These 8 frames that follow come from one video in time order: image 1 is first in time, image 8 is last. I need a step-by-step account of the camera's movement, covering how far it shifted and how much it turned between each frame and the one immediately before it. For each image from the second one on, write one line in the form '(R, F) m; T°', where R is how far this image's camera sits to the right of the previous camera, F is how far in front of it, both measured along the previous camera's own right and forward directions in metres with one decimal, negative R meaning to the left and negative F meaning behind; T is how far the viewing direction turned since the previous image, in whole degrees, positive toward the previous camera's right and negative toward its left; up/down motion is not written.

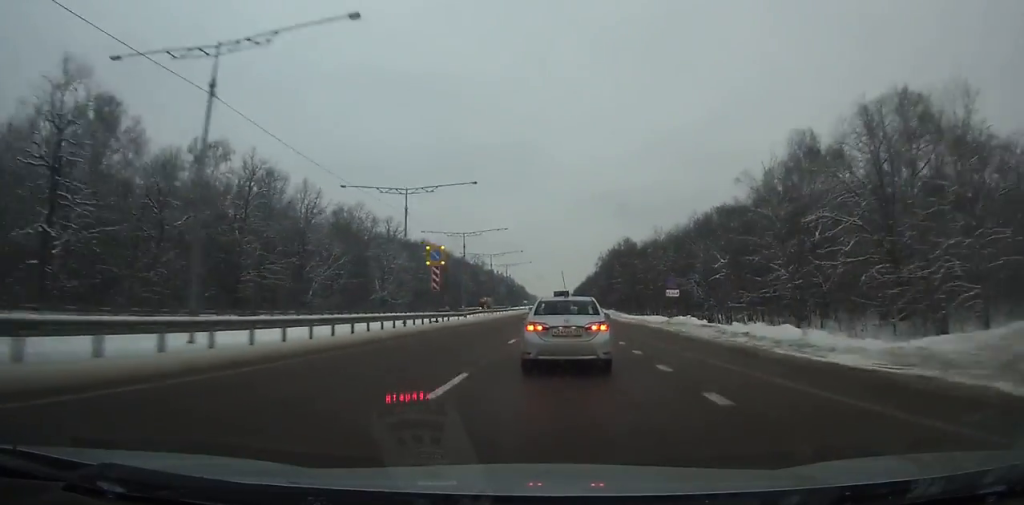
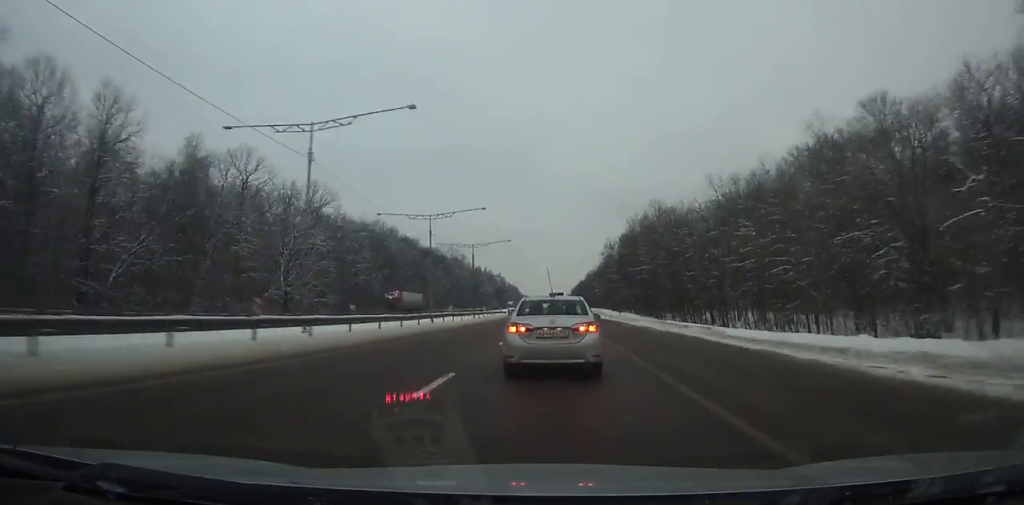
(-0.2, +46.8) m; 0°
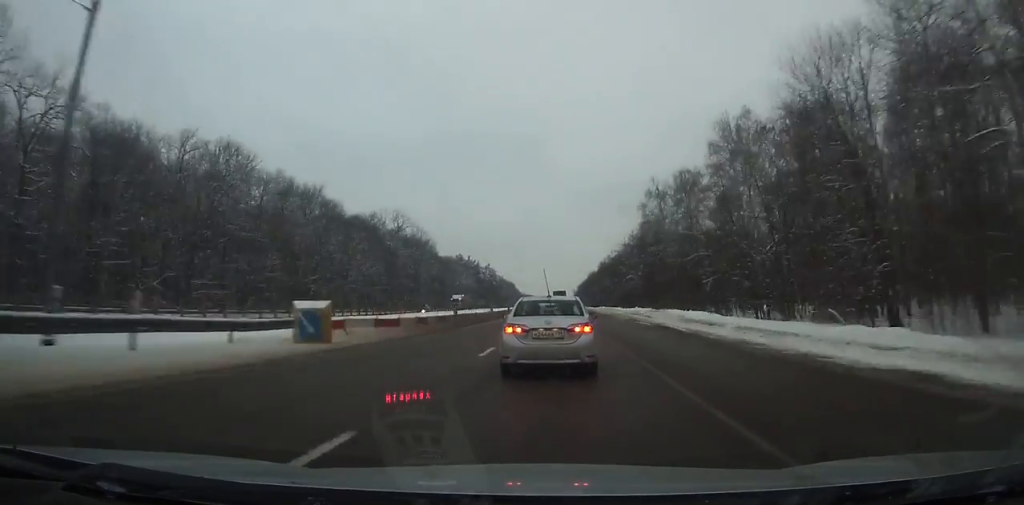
(-0.3, +77.9) m; -1°
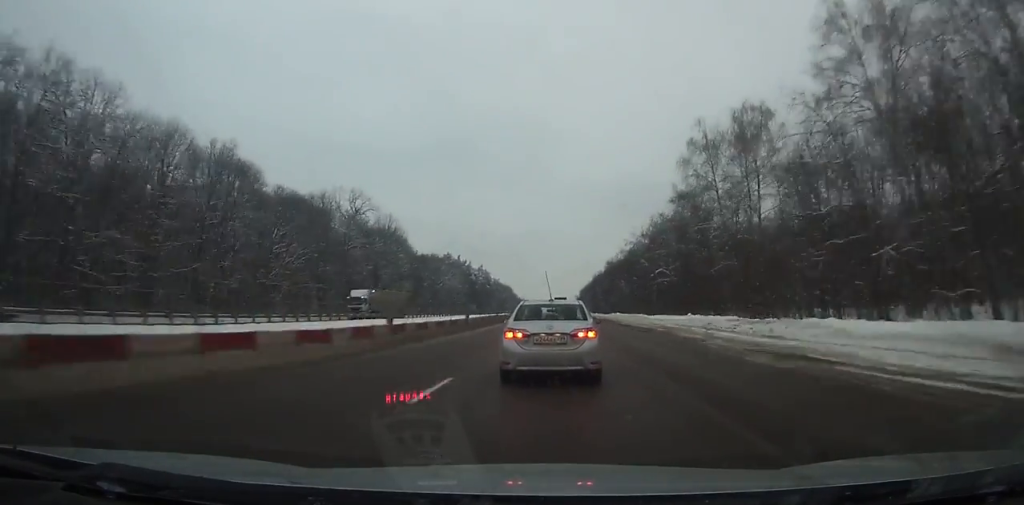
(-0.1, +30.8) m; 0°
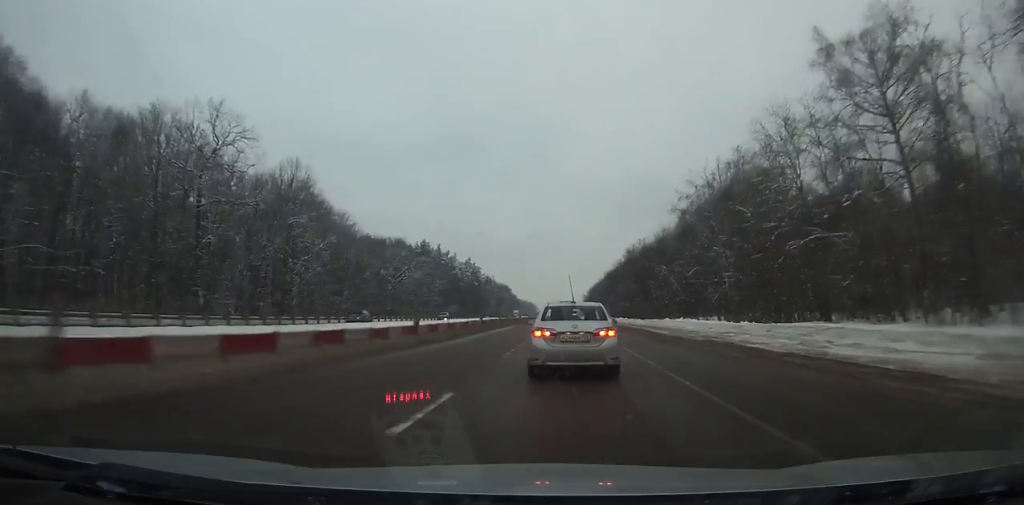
(-0.4, +50.3) m; 0°
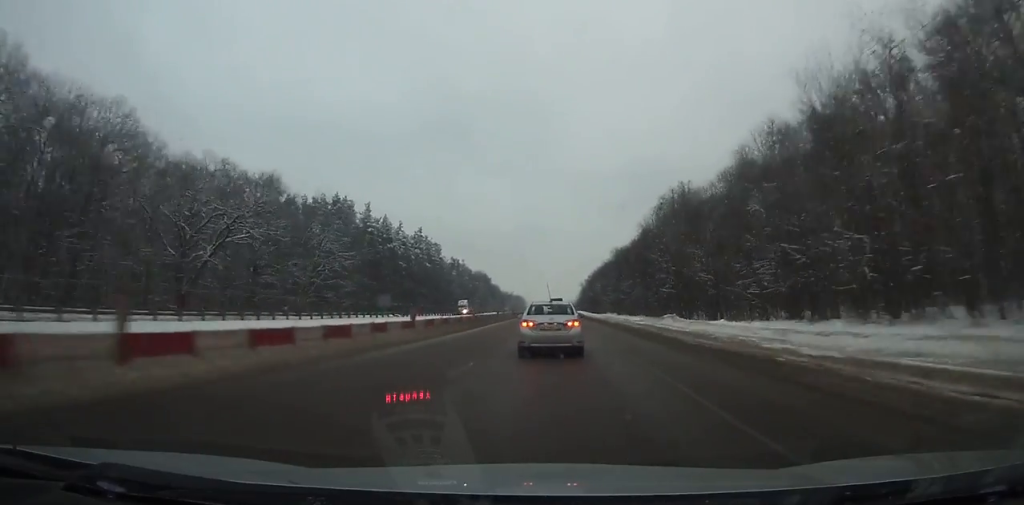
(+0.6, +68.6) m; +1°
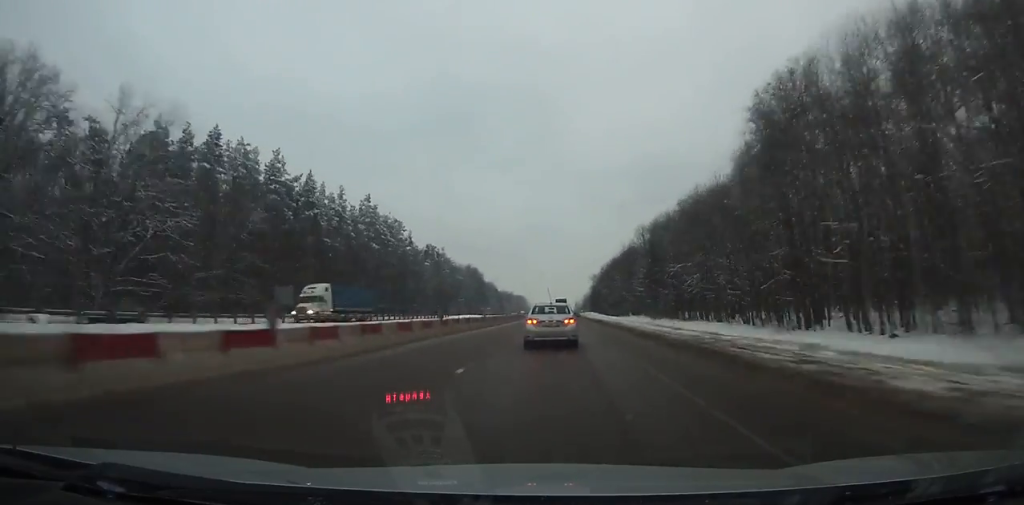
(+0.2, +46.4) m; 0°
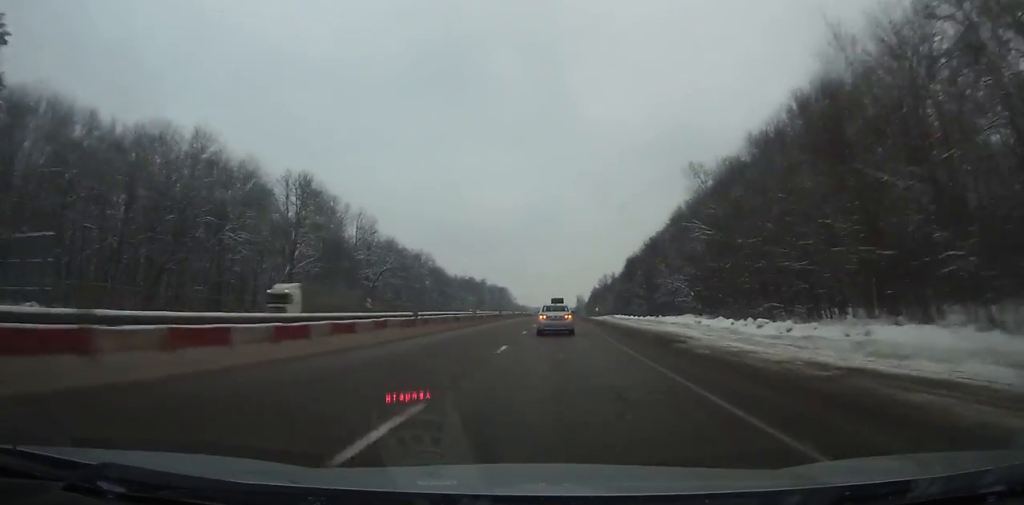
(-0.1, +162.7) m; 0°
